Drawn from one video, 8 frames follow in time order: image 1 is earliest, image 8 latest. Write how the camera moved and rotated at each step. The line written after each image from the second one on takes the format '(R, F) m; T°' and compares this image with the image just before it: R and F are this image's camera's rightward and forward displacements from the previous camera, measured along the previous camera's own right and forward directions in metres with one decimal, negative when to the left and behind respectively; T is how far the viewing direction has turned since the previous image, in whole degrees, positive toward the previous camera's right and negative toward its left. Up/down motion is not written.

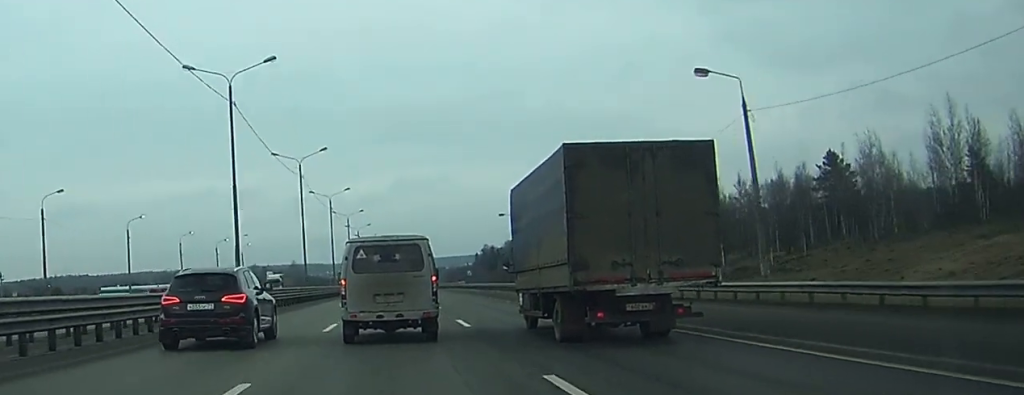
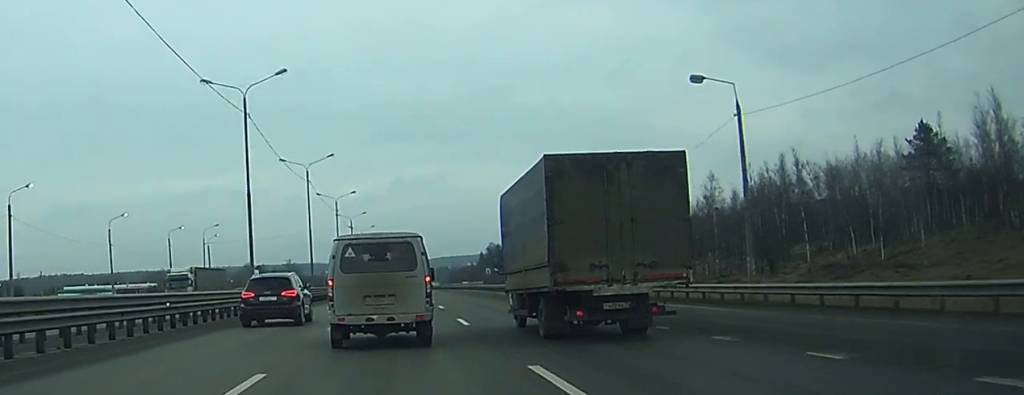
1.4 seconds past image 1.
(0.0, +31.0) m; 0°
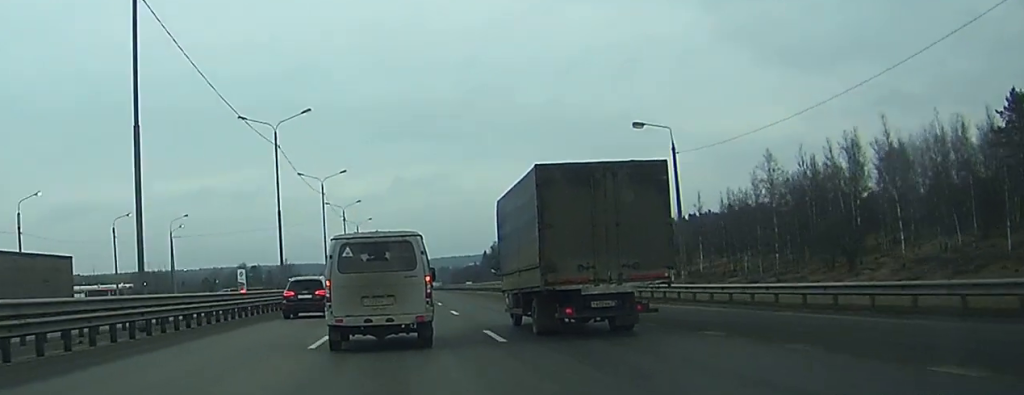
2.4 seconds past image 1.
(0.0, +23.2) m; 0°
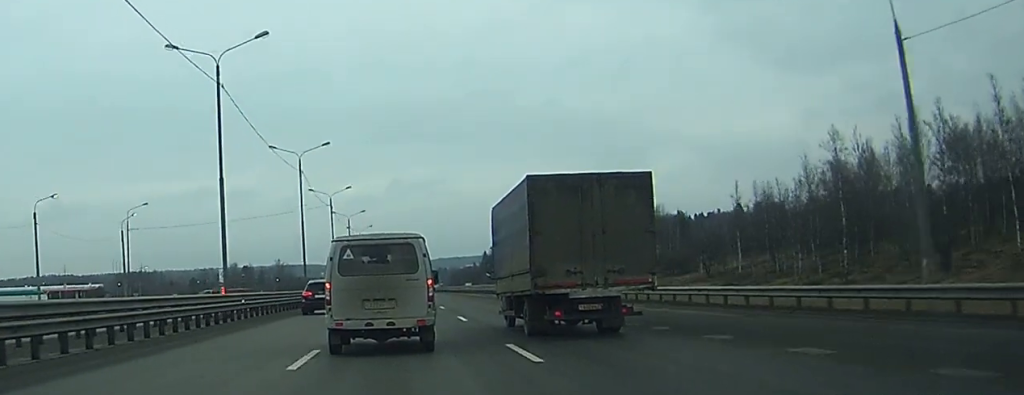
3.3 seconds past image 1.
(+0.1, +20.1) m; 0°
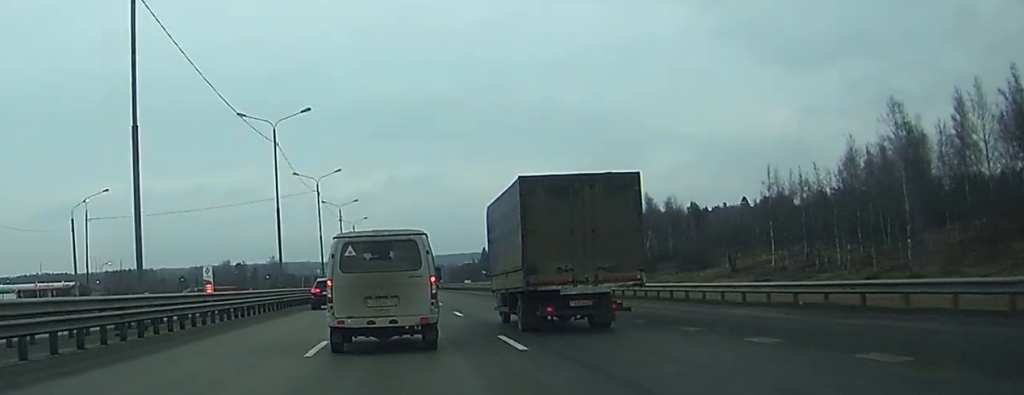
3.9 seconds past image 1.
(0.0, +14.1) m; 0°
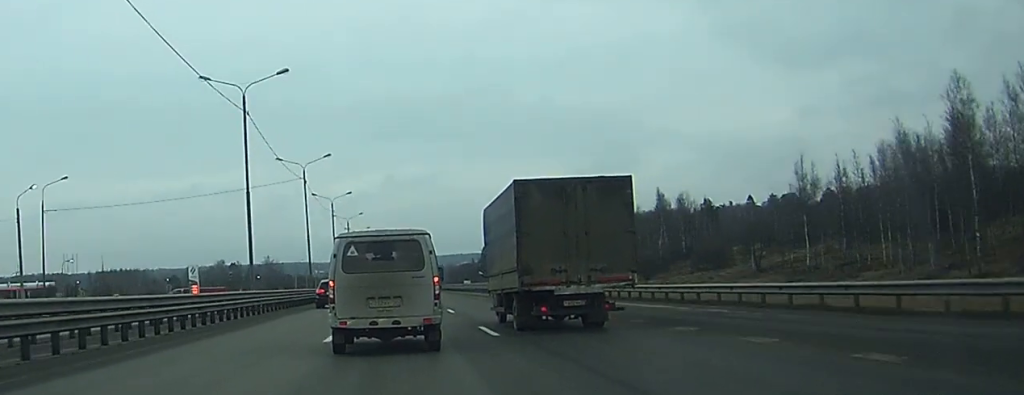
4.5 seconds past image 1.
(0.0, +11.9) m; 0°
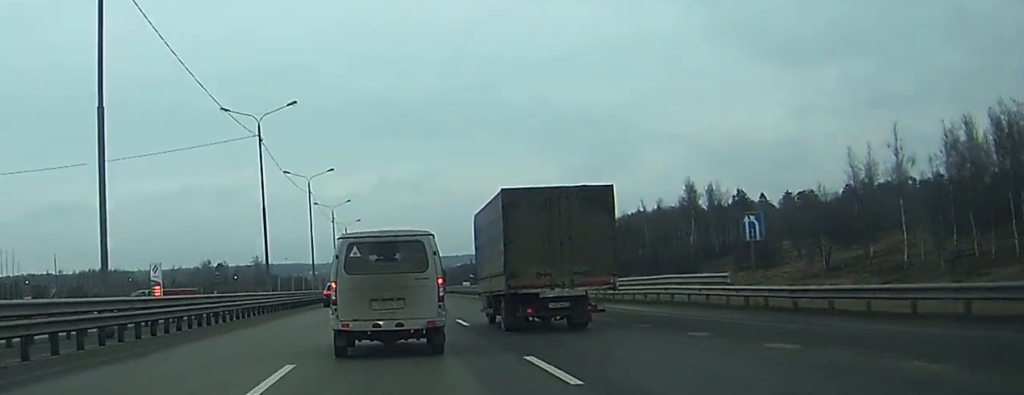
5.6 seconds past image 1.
(+0.1, +25.3) m; 0°
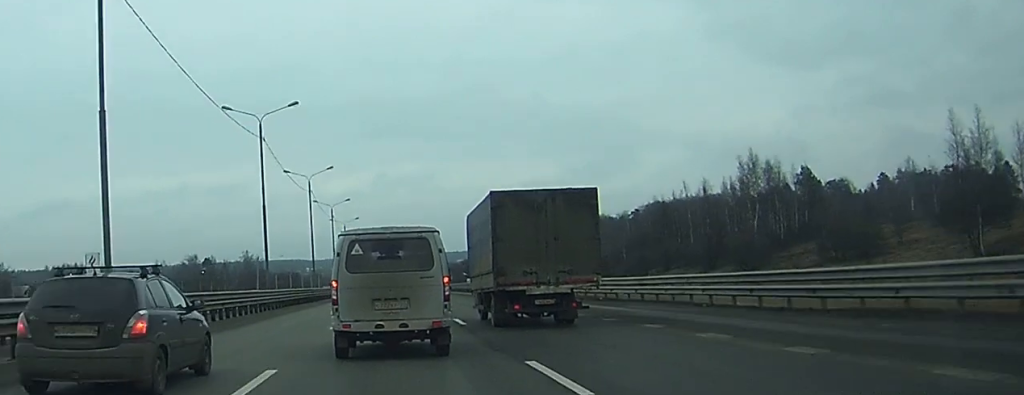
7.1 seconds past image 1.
(0.0, +33.0) m; 0°
